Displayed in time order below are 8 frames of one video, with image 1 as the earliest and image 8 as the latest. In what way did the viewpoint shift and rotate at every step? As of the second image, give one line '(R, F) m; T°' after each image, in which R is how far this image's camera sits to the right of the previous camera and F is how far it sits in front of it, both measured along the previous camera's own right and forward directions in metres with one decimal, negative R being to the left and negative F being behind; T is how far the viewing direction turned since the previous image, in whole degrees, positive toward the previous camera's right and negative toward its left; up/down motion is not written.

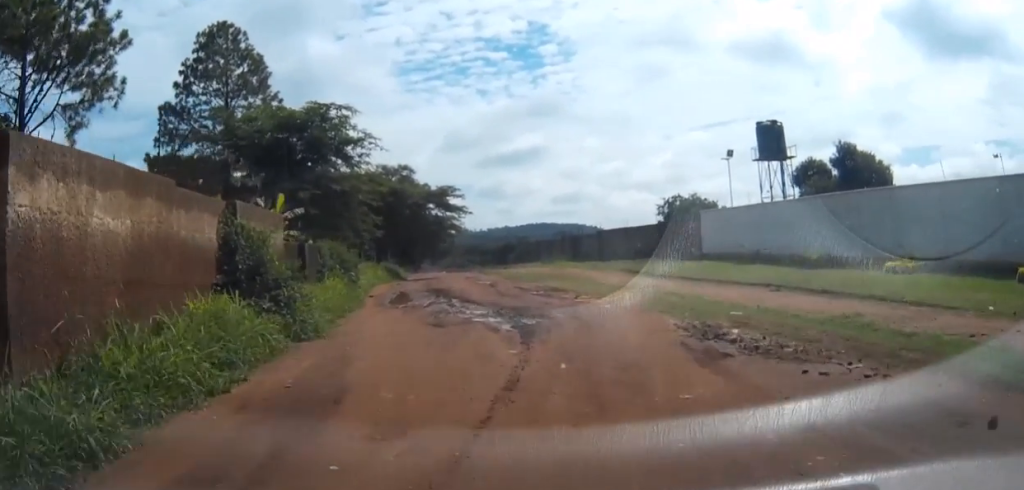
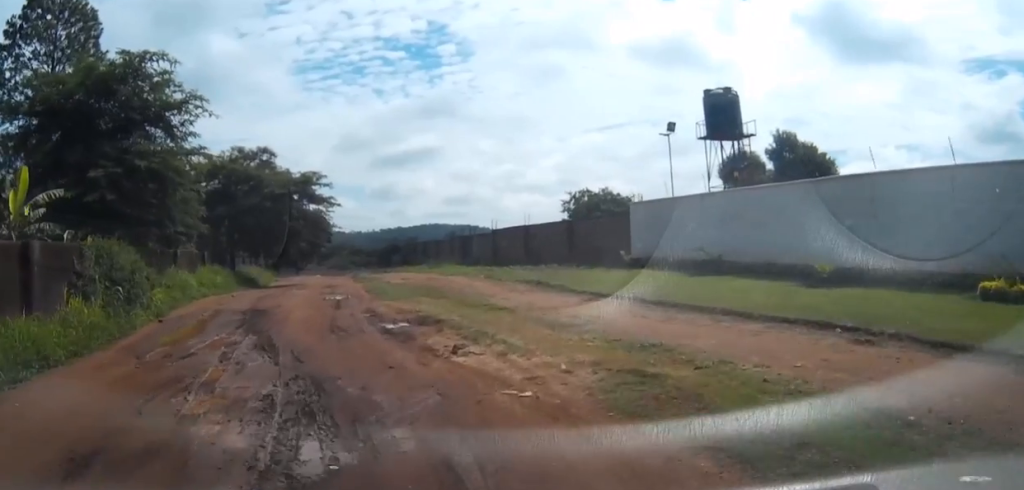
(+0.4, +10.3) m; +1°
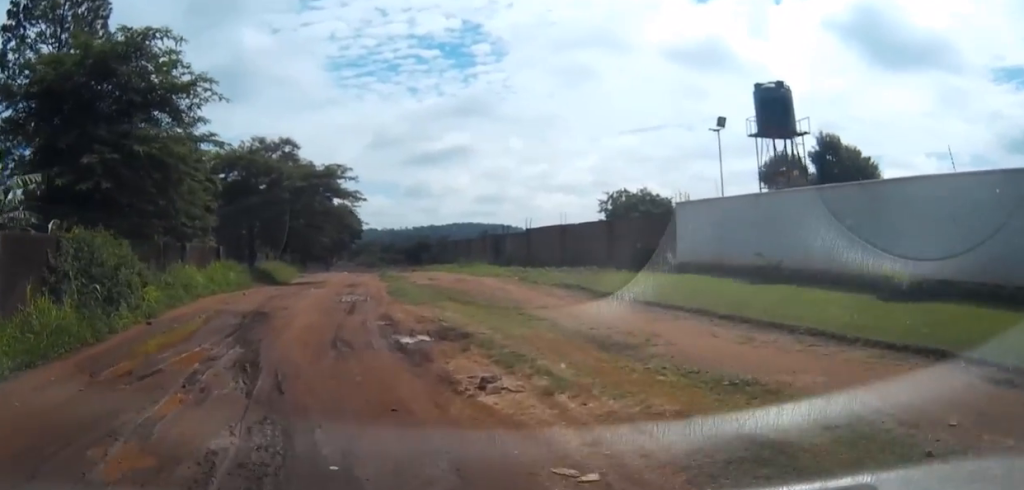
(+0.1, +2.8) m; -2°
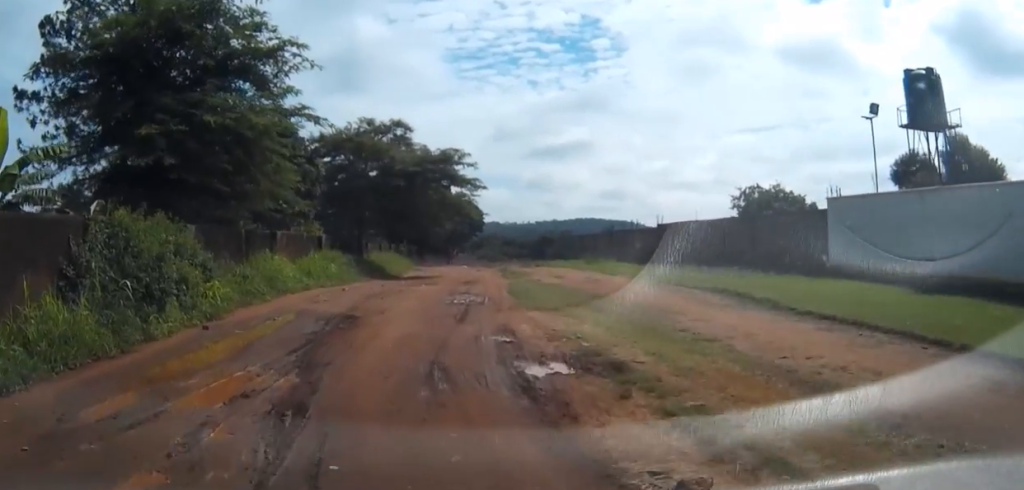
(-0.3, +3.7) m; -5°
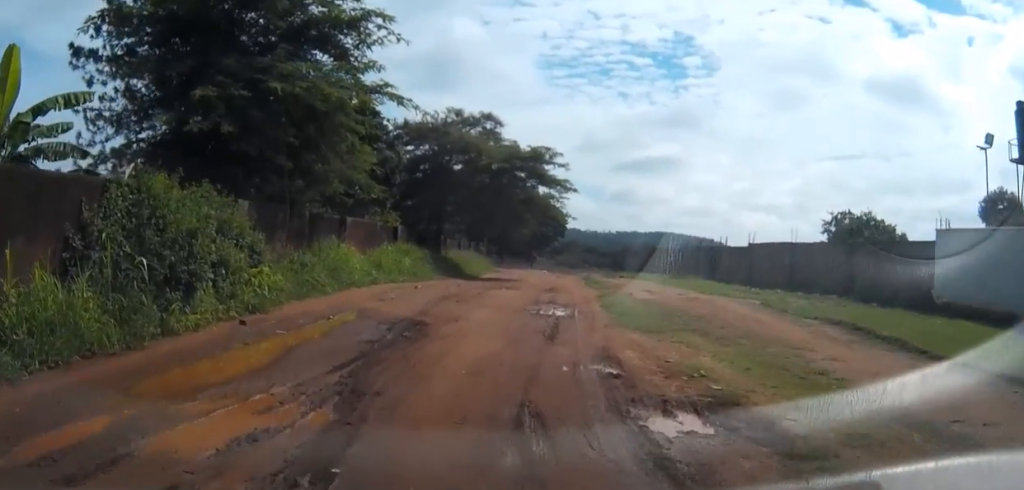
(-0.1, +2.3) m; -3°
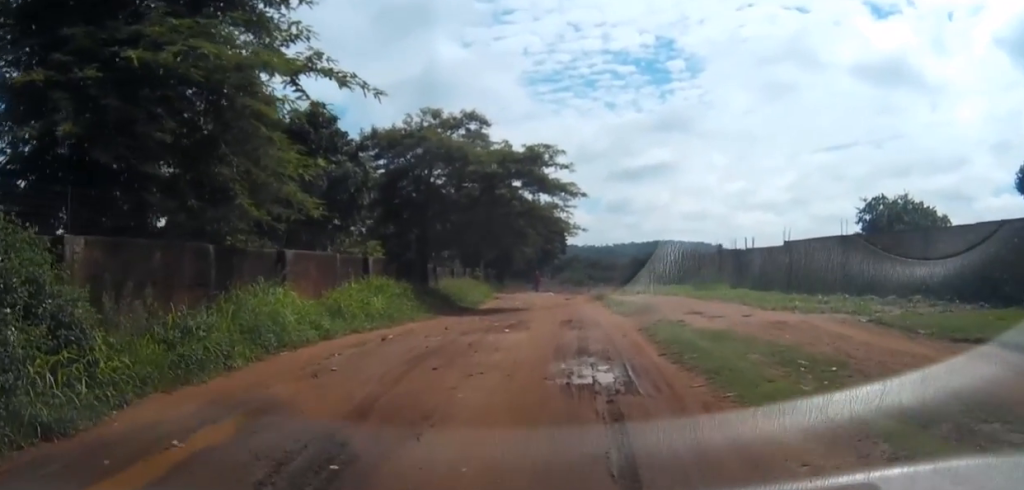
(-0.4, +8.0) m; -1°
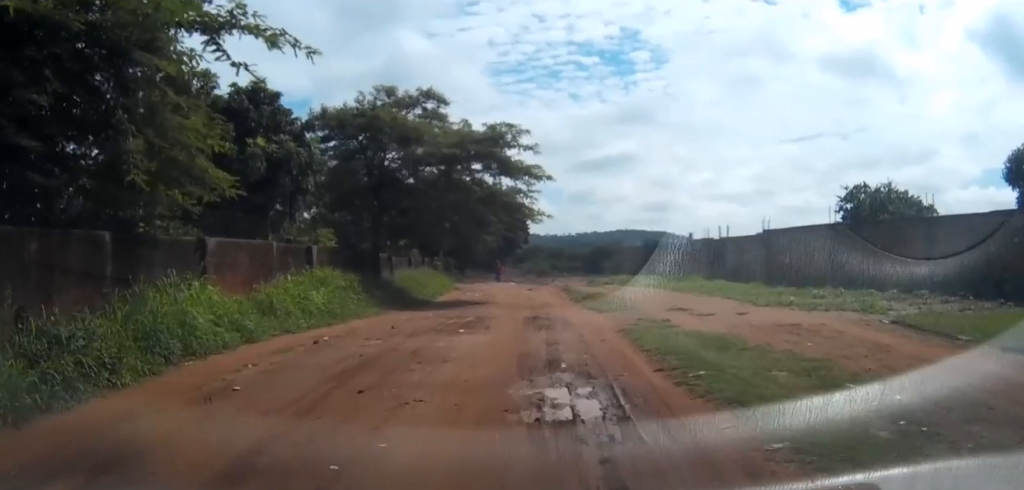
(+0.1, +2.6) m; +3°
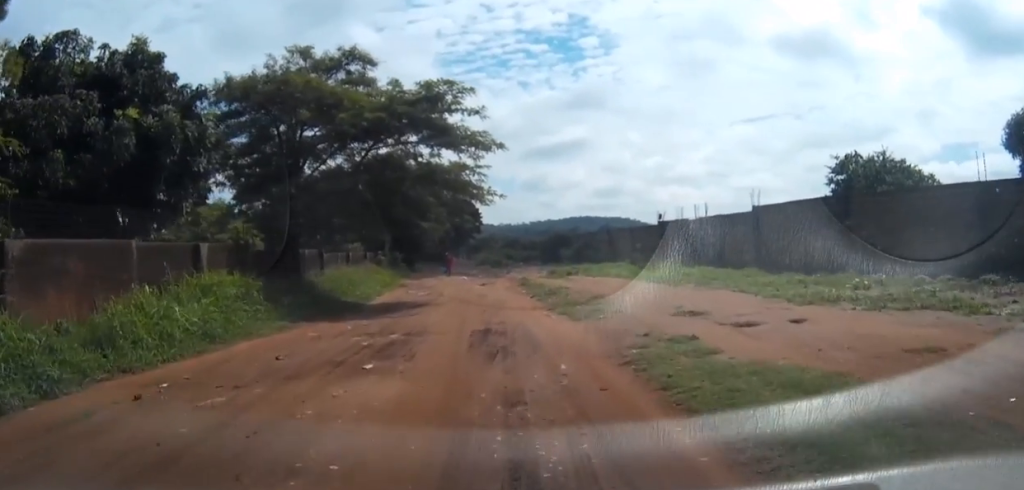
(+0.1, +5.6) m; +1°
